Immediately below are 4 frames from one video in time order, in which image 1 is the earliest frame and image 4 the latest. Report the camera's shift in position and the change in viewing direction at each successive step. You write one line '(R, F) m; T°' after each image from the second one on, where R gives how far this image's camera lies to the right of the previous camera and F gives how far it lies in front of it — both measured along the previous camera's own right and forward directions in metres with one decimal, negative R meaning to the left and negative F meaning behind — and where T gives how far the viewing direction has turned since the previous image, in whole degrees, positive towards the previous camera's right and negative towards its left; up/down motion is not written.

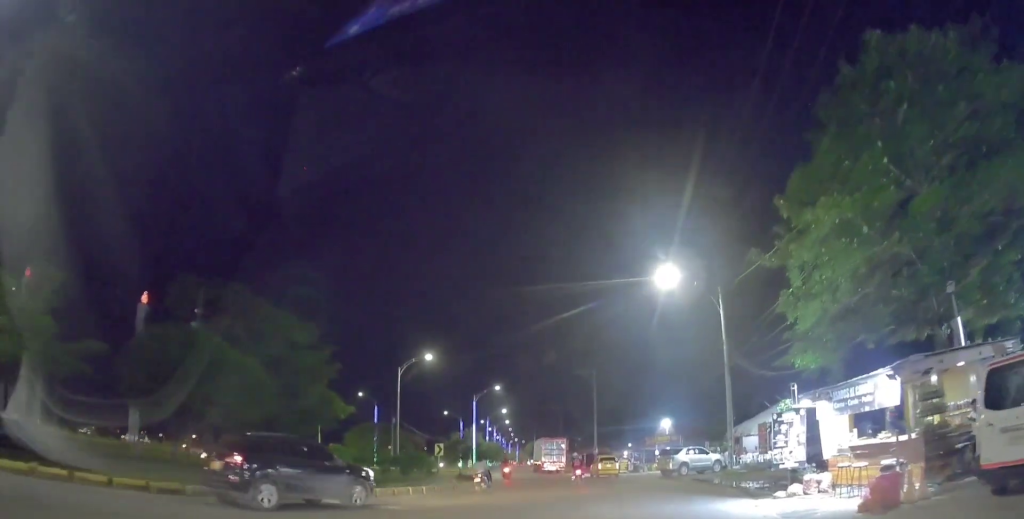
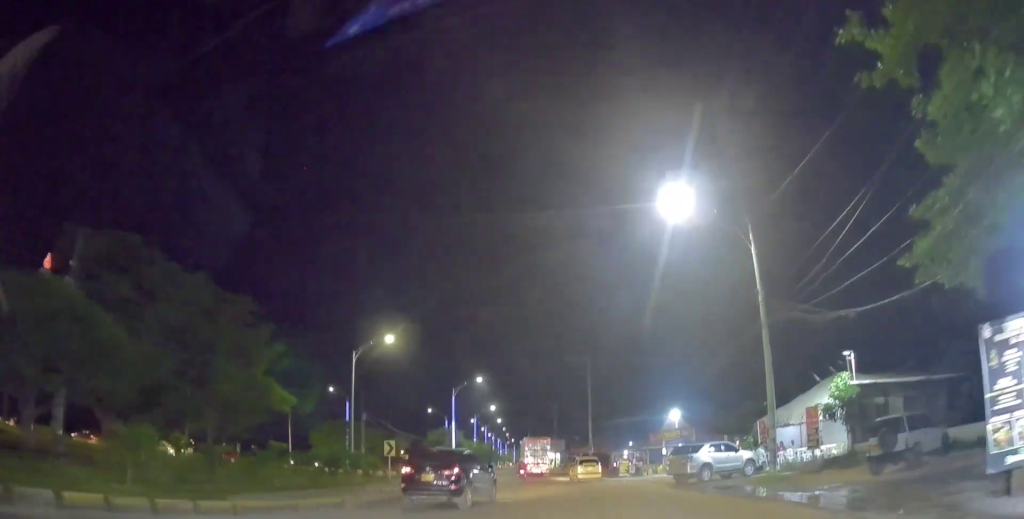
(+0.2, +9.5) m; +1°
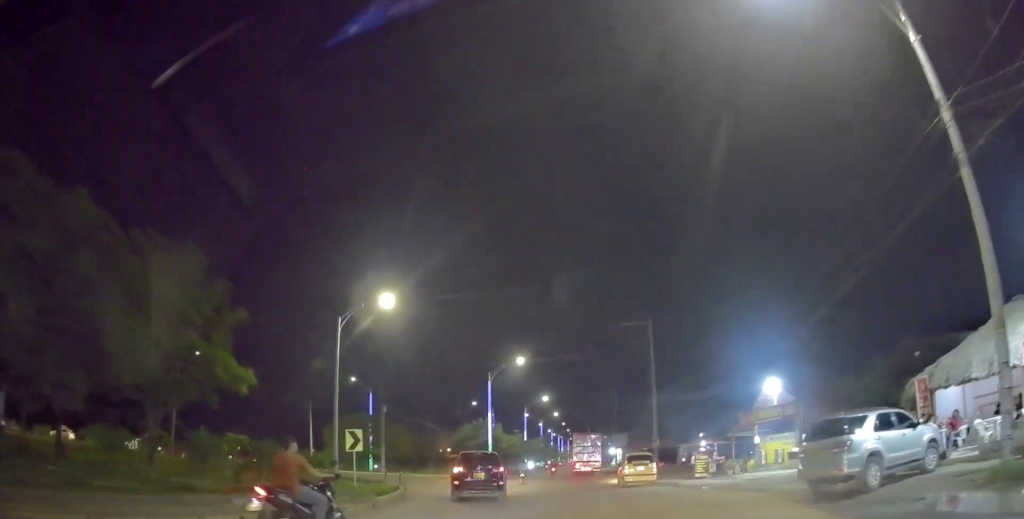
(-0.4, +12.4) m; -5°
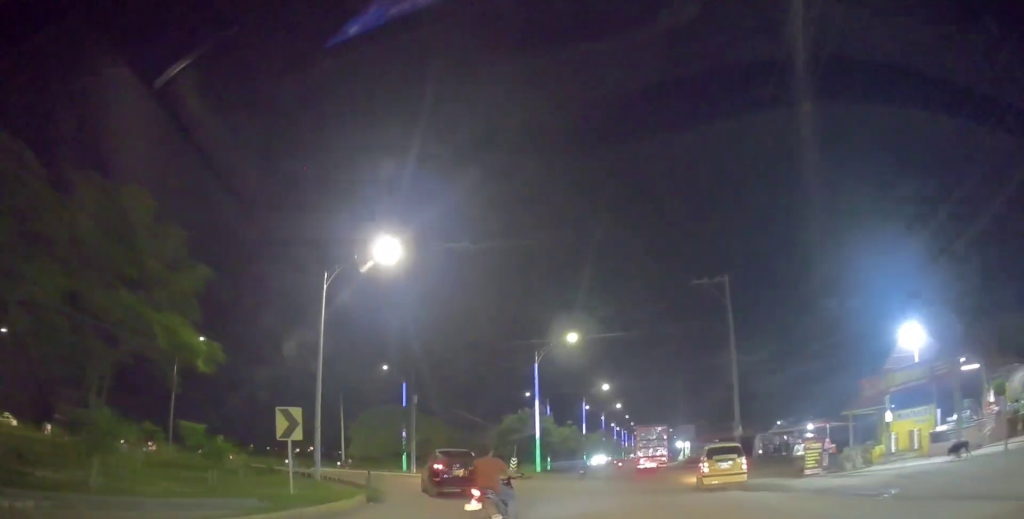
(-0.3, +9.3) m; -6°
